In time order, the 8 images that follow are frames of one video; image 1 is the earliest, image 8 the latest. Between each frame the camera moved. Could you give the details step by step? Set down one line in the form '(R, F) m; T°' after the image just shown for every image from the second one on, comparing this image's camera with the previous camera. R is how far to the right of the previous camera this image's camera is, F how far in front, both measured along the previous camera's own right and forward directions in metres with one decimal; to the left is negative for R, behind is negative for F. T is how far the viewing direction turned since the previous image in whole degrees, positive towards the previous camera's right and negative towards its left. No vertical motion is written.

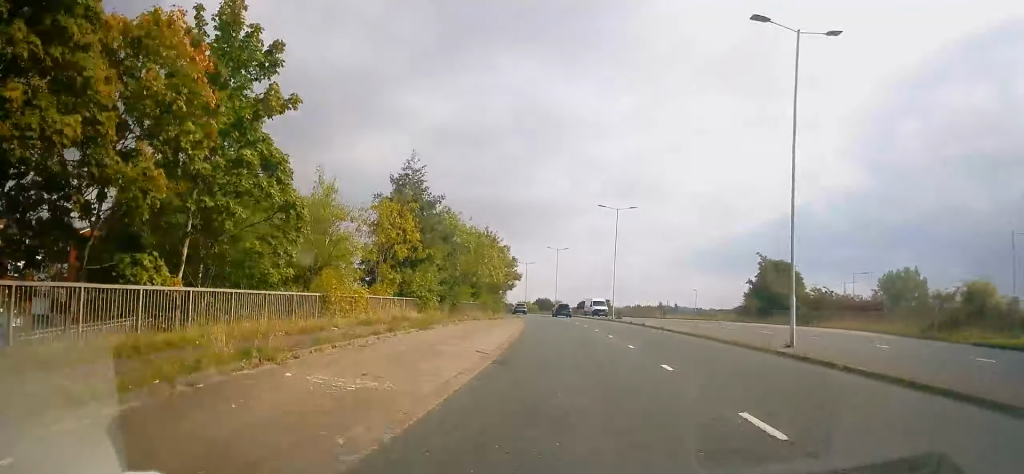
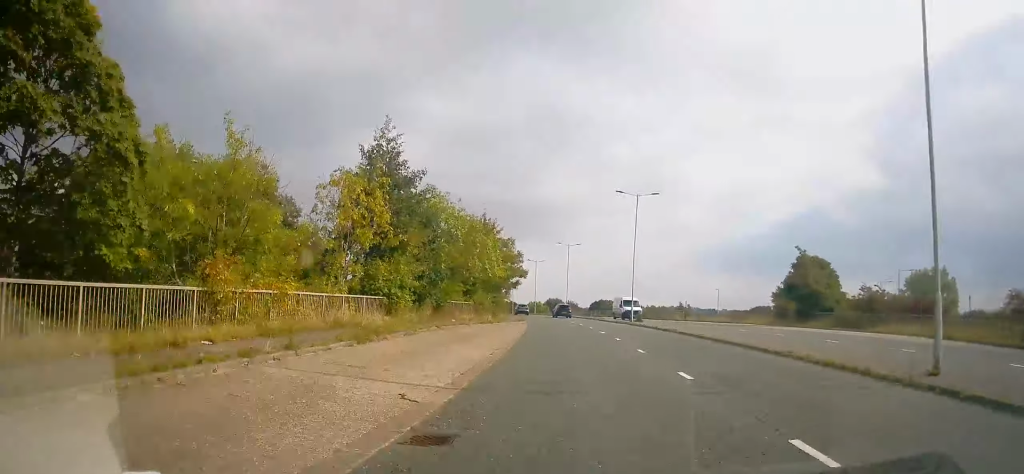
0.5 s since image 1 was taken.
(-0.1, +7.4) m; -1°
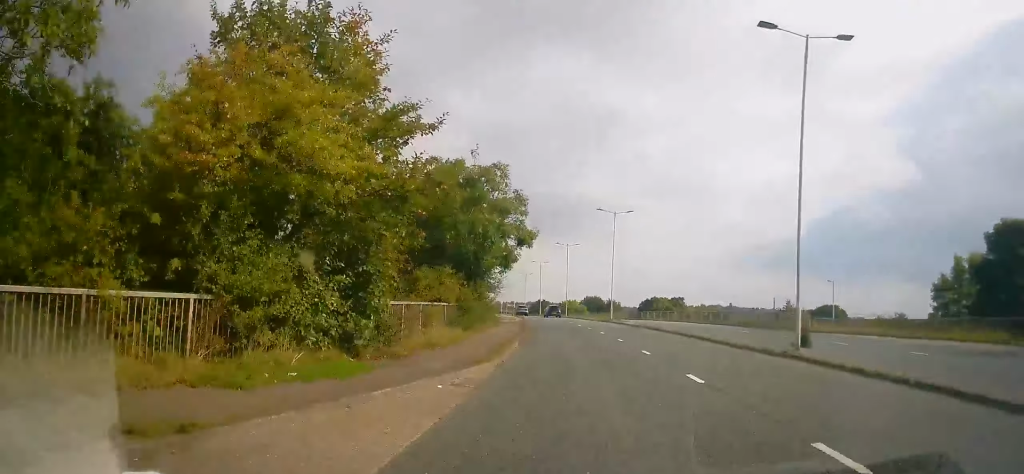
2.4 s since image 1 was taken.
(-0.1, +30.0) m; -3°
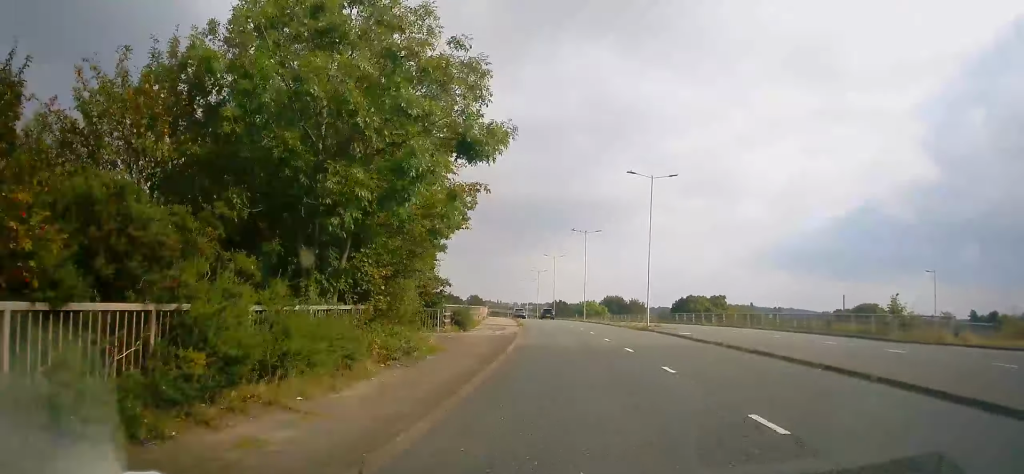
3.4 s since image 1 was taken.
(-1.0, +16.0) m; -3°
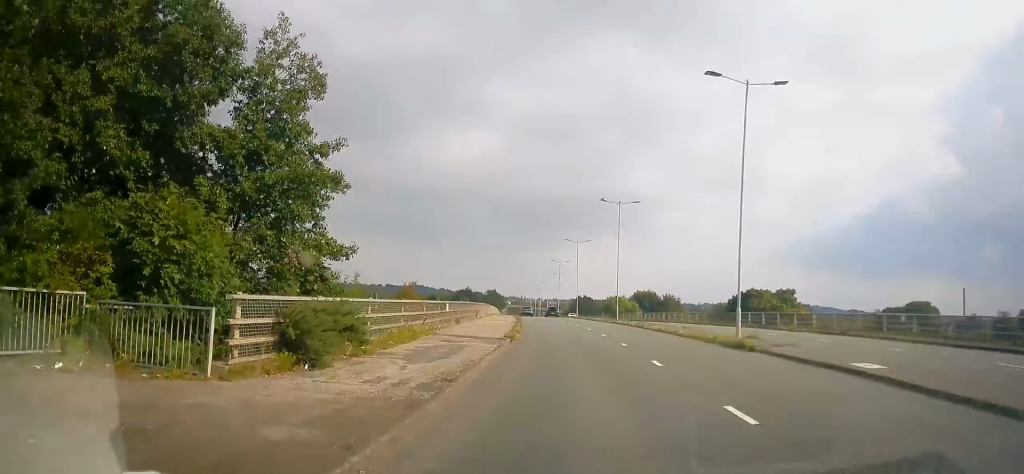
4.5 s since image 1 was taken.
(+0.3, +17.6) m; -1°
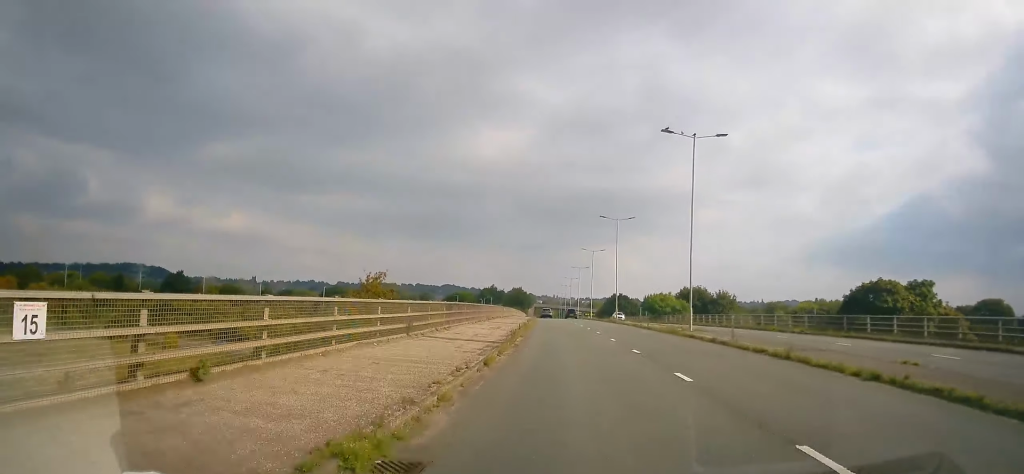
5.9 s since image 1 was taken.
(-0.7, +20.9) m; -2°
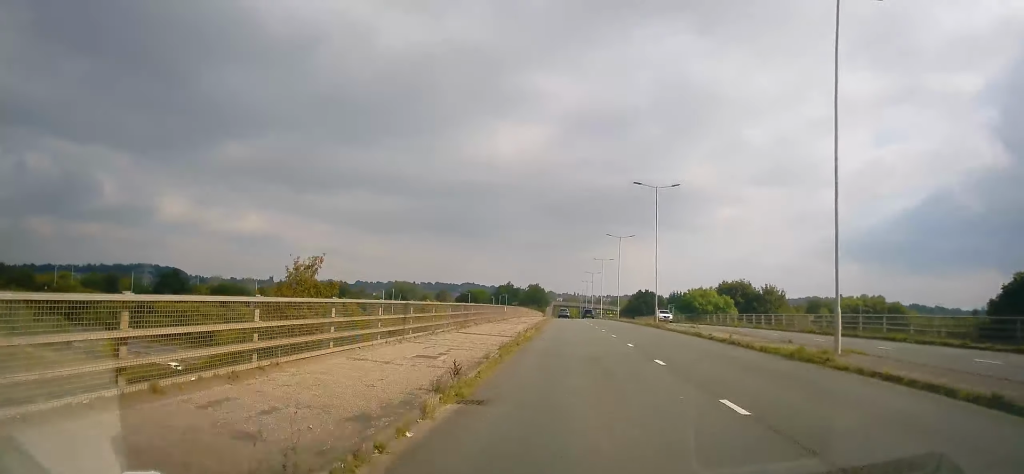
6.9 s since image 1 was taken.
(-0.1, +15.7) m; -2°
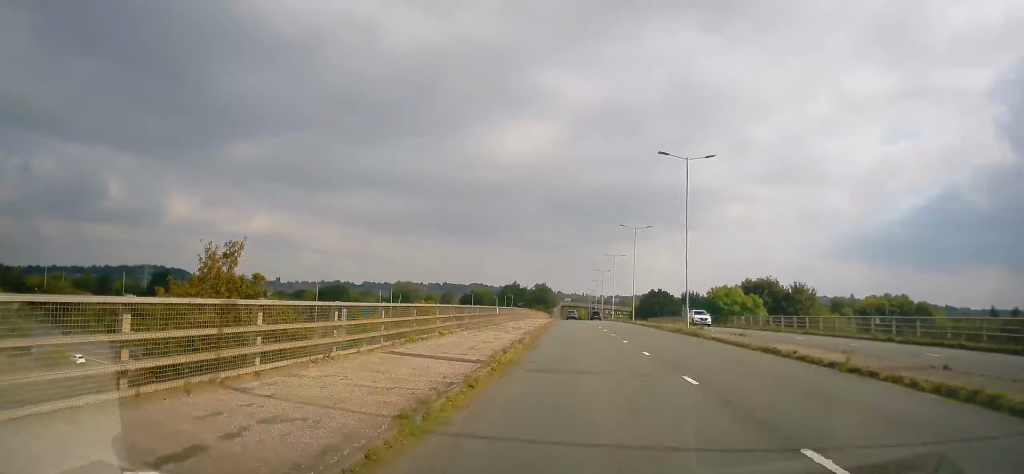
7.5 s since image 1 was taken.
(-0.1, +9.1) m; -2°
